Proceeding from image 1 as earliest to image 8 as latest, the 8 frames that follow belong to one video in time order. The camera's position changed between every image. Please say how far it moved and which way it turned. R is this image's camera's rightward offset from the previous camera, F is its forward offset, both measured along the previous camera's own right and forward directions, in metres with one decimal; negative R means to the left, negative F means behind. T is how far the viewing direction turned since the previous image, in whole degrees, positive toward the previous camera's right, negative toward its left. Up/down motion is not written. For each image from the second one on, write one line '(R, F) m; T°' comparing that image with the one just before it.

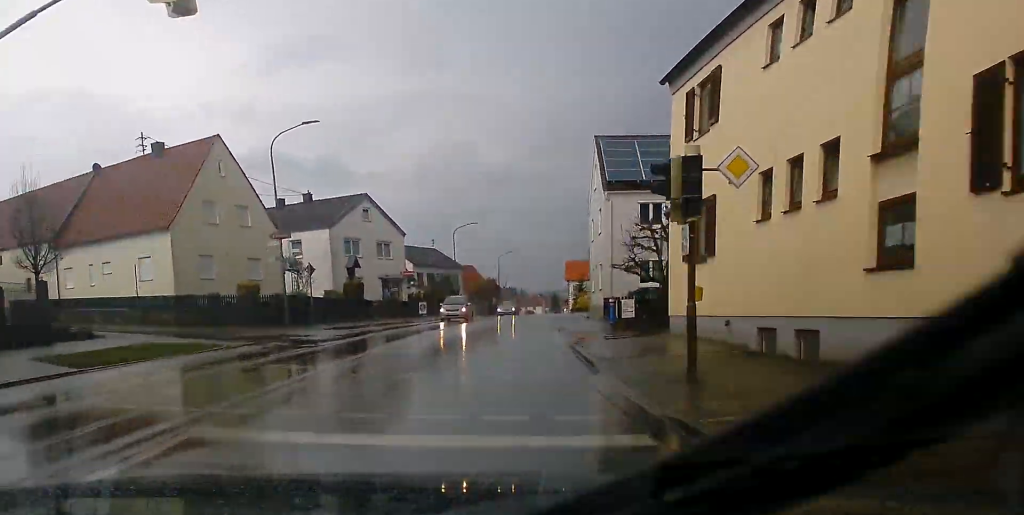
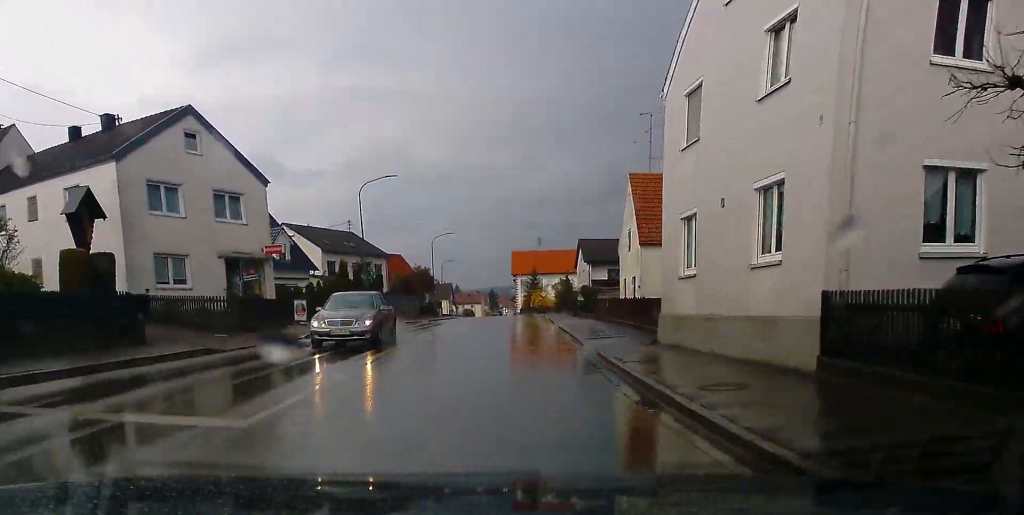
(+0.8, +26.8) m; +4°
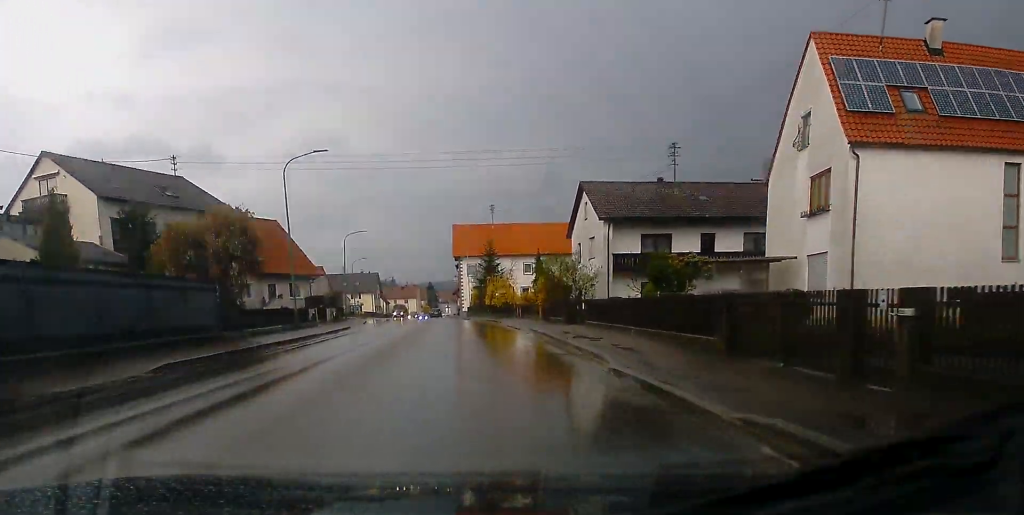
(+1.8, +44.3) m; +3°
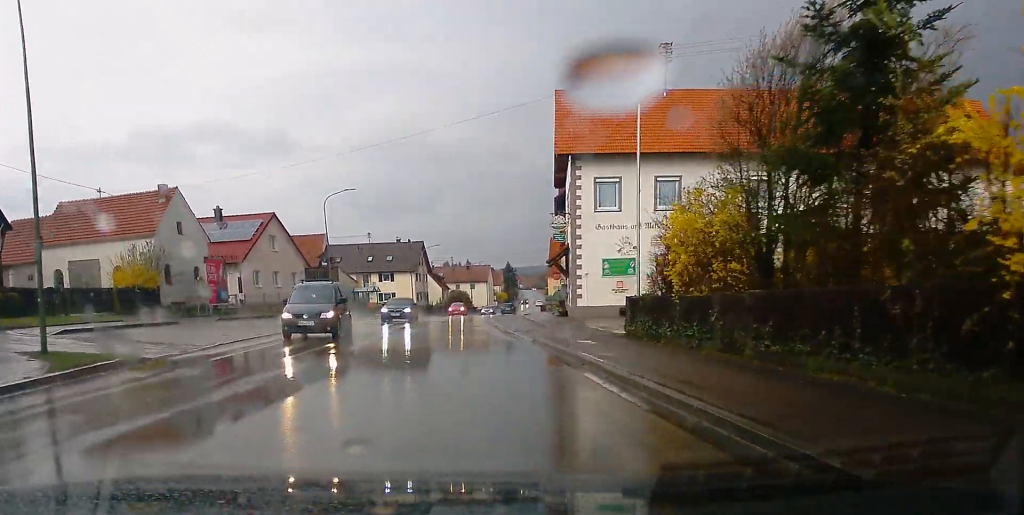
(-2.8, +64.5) m; -5°
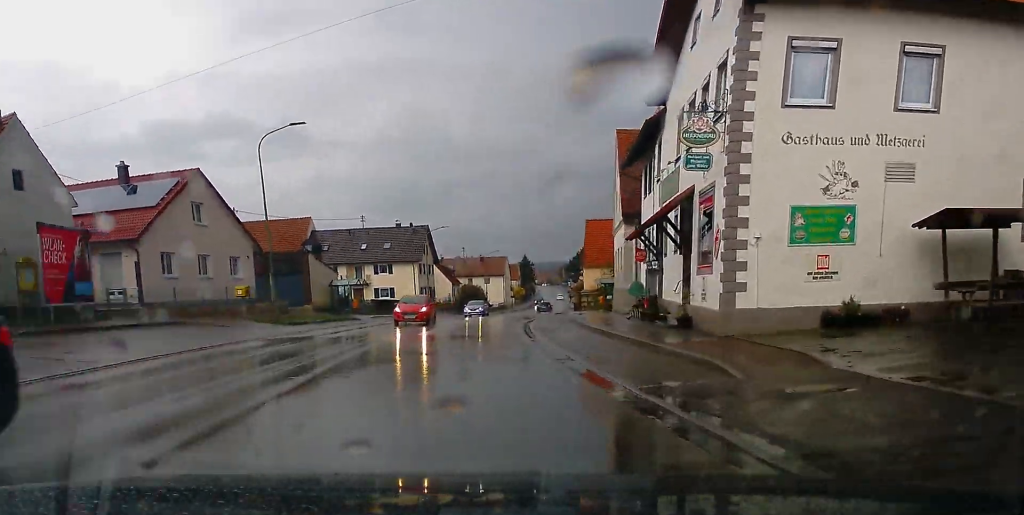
(-0.3, +21.0) m; 0°
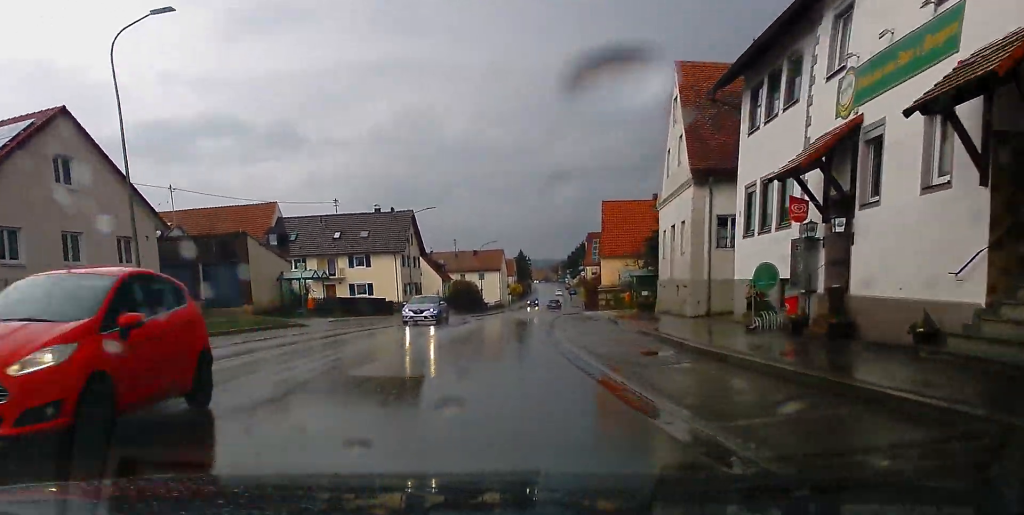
(-0.1, +14.9) m; +2°
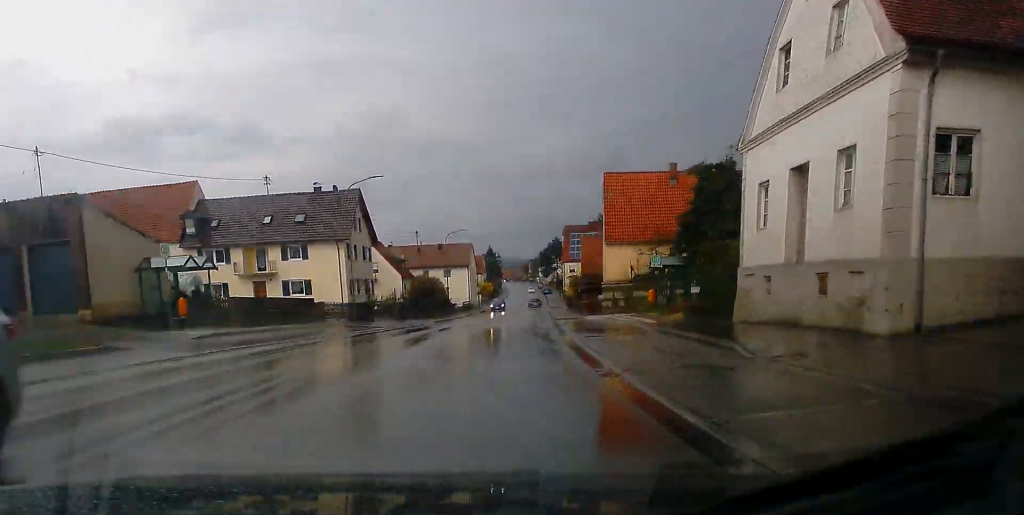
(+0.4, +16.8) m; +2°
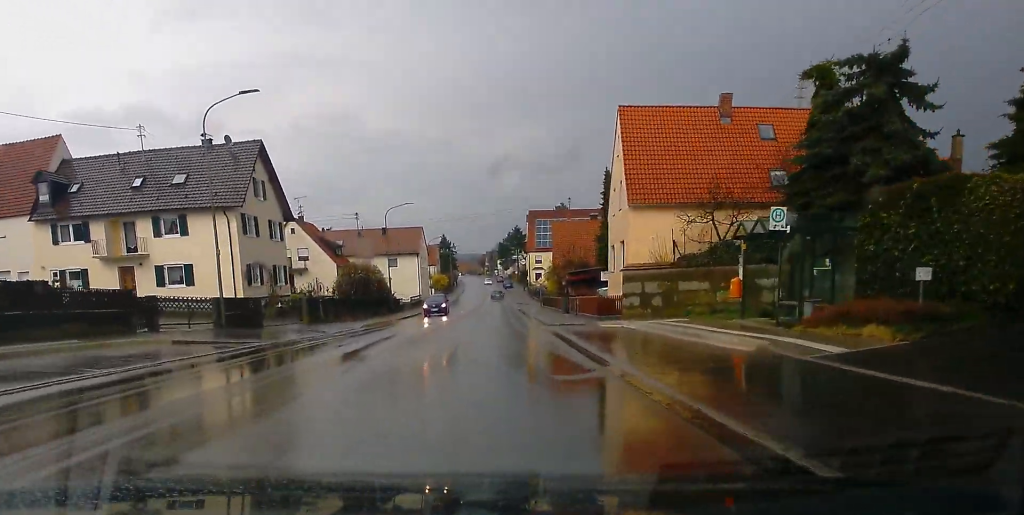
(+0.9, +19.0) m; +2°
